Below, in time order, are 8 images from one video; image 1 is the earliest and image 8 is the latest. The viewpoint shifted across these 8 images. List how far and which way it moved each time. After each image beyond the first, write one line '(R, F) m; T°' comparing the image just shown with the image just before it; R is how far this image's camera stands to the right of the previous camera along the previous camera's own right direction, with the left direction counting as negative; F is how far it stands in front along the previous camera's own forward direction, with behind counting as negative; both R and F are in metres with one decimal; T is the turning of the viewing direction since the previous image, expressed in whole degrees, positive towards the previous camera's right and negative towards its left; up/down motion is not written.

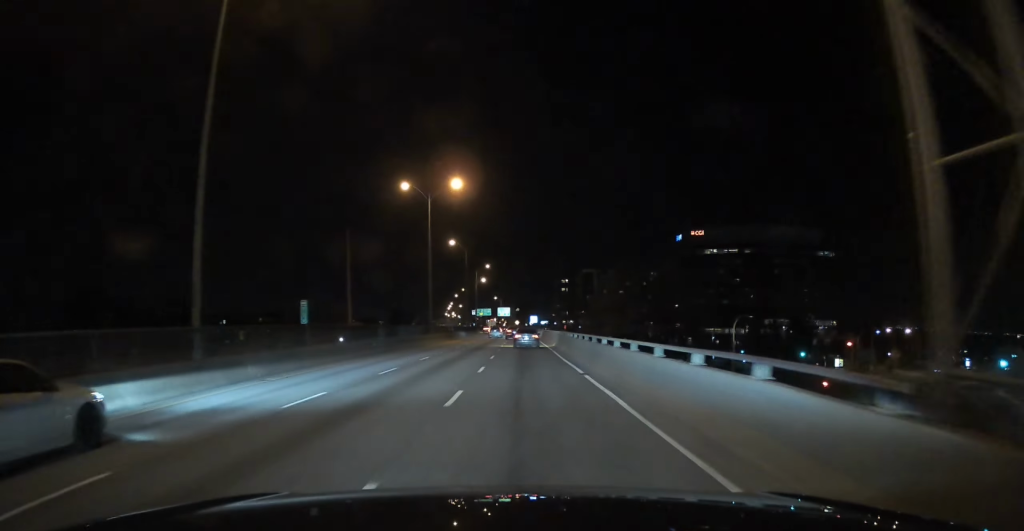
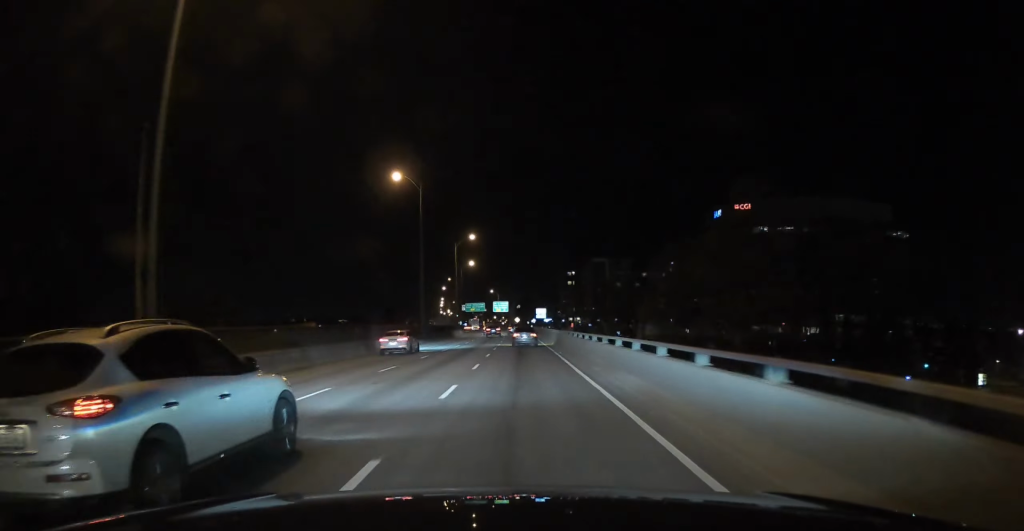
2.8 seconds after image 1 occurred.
(+0.1, +53.3) m; -1°
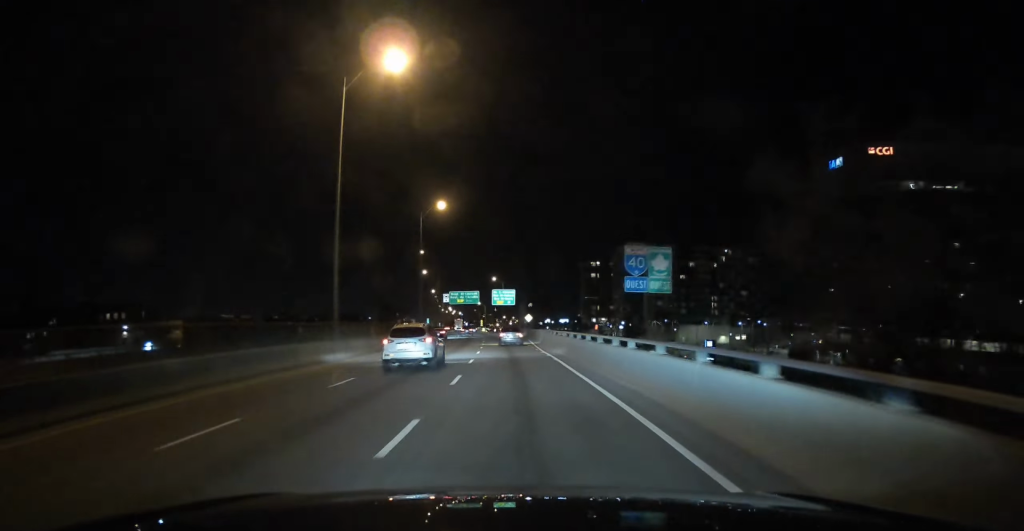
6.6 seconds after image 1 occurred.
(-1.1, +77.3) m; -2°
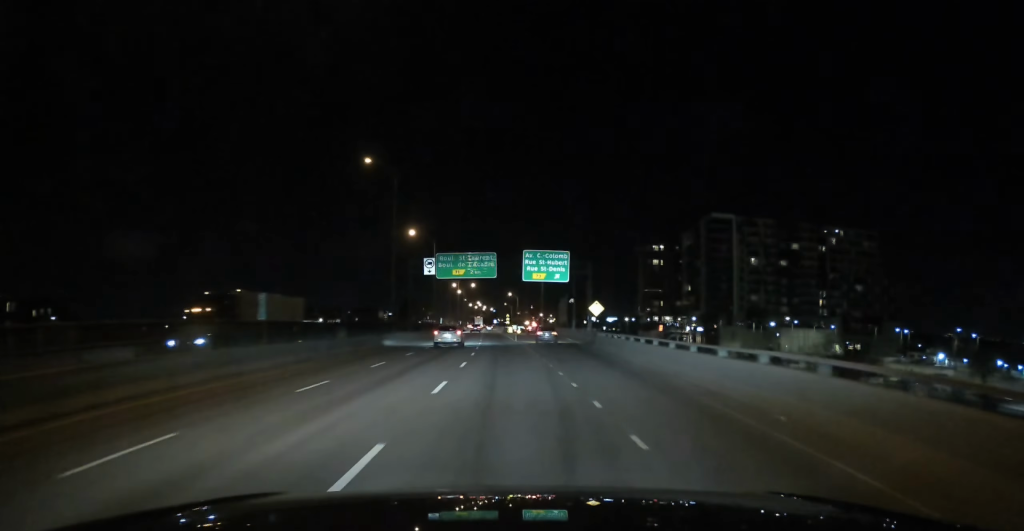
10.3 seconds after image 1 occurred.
(-1.4, +76.9) m; -2°
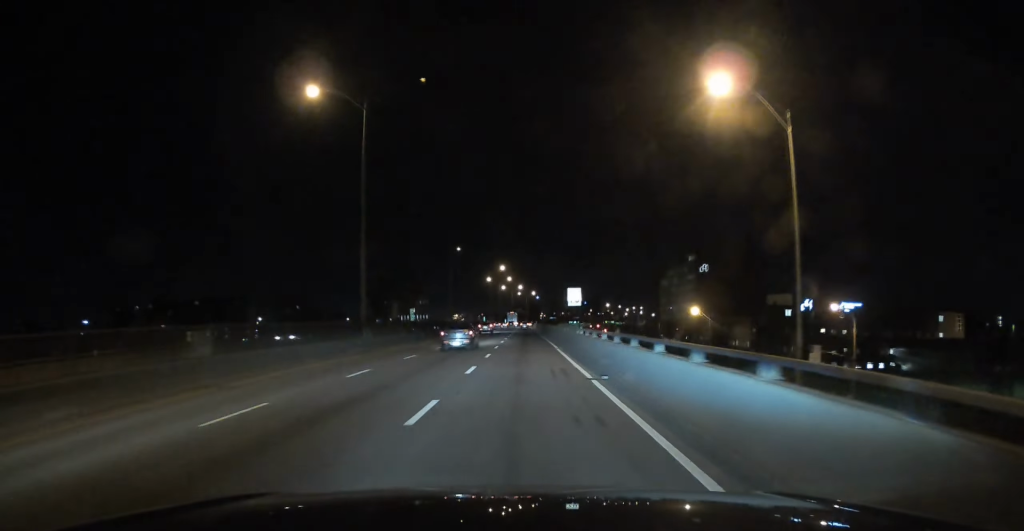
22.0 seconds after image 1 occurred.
(-8.2, +263.6) m; -2°
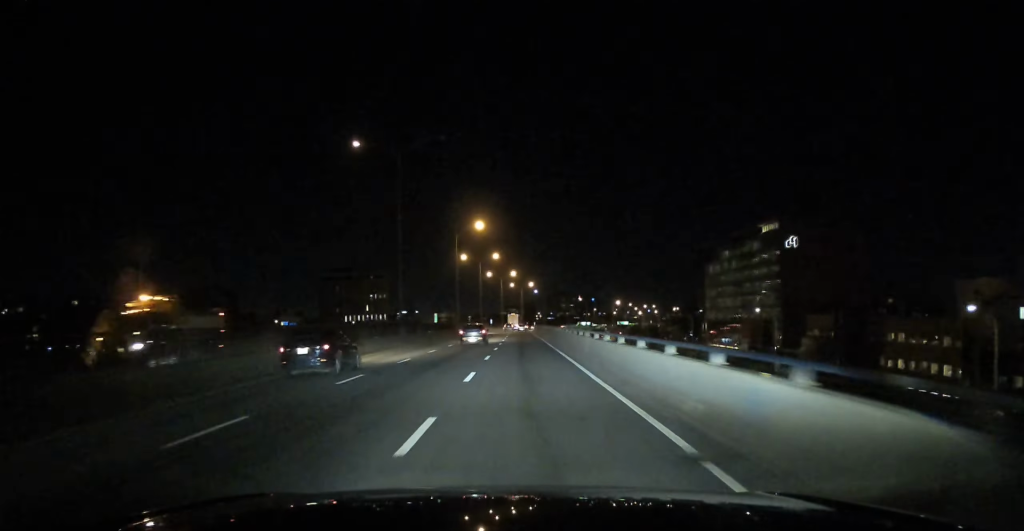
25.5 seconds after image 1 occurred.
(0.0, +80.2) m; +1°
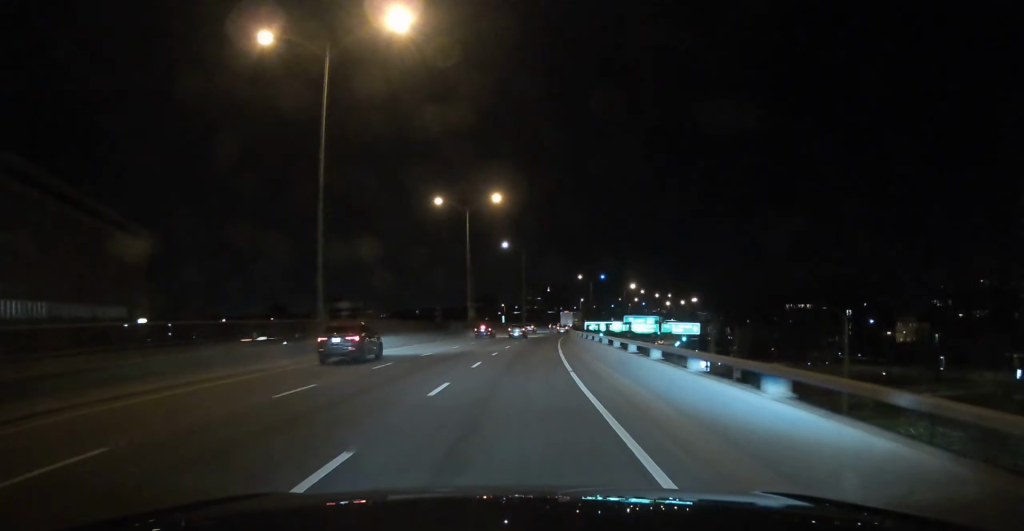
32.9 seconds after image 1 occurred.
(+3.7, +167.4) m; +6°
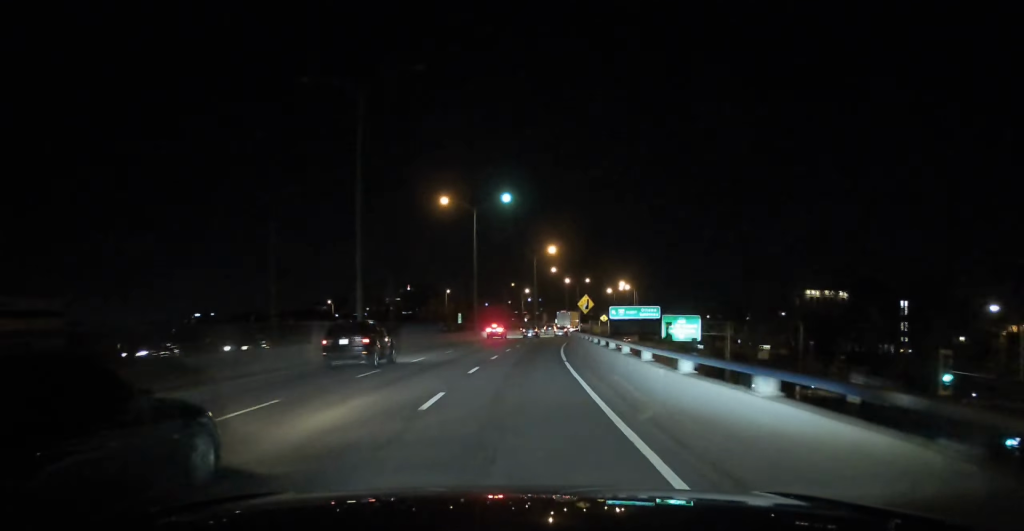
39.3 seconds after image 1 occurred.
(+13.1, +141.3) m; +11°
